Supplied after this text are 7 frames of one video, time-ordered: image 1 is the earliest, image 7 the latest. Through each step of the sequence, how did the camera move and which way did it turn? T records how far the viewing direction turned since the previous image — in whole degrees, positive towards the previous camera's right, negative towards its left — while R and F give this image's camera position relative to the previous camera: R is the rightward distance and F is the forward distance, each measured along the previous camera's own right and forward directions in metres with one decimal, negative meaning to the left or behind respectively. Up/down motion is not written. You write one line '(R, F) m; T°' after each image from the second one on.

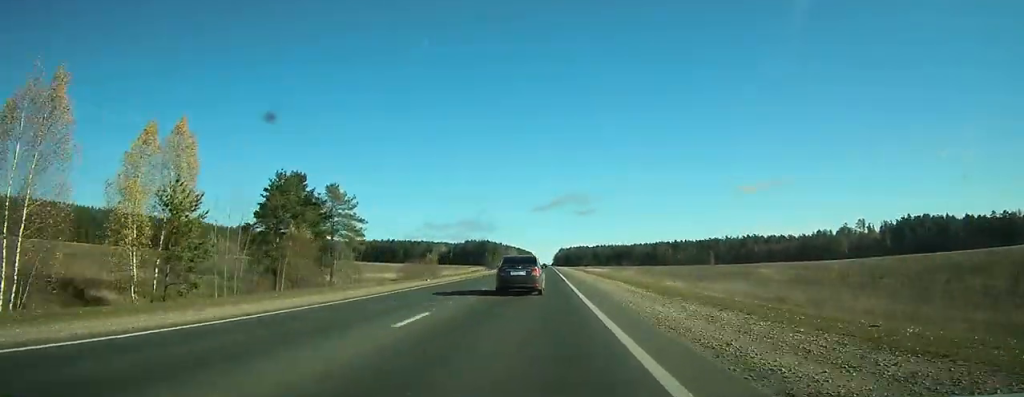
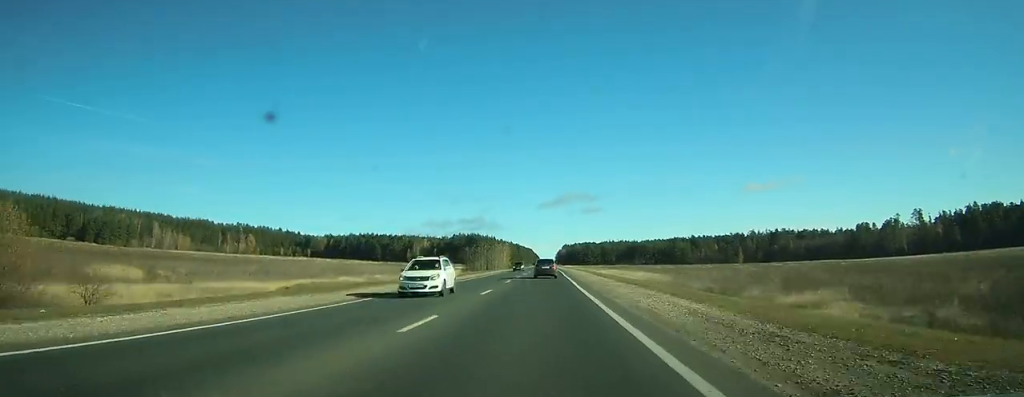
(0.0, +84.9) m; 0°
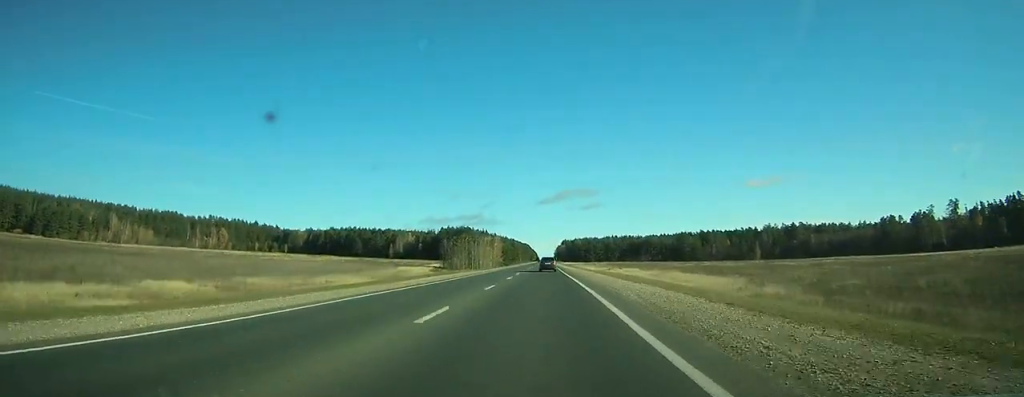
(0.0, +47.6) m; 0°
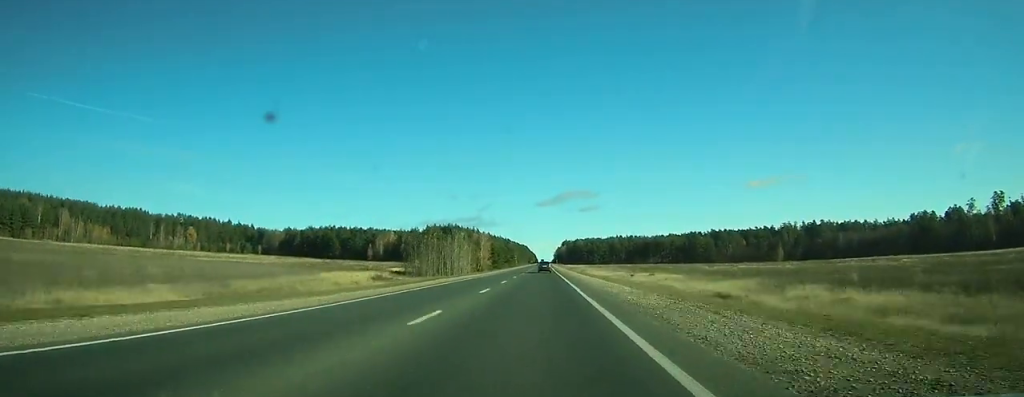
(0.0, +47.7) m; 0°
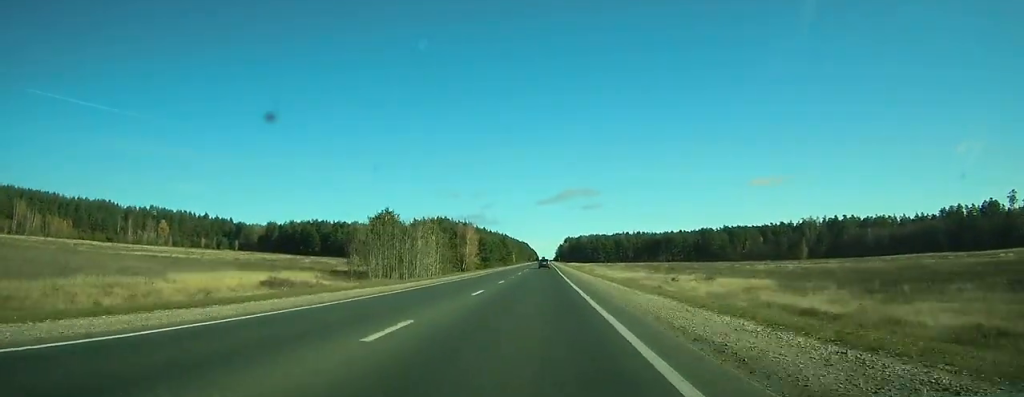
(0.0, +38.6) m; 0°
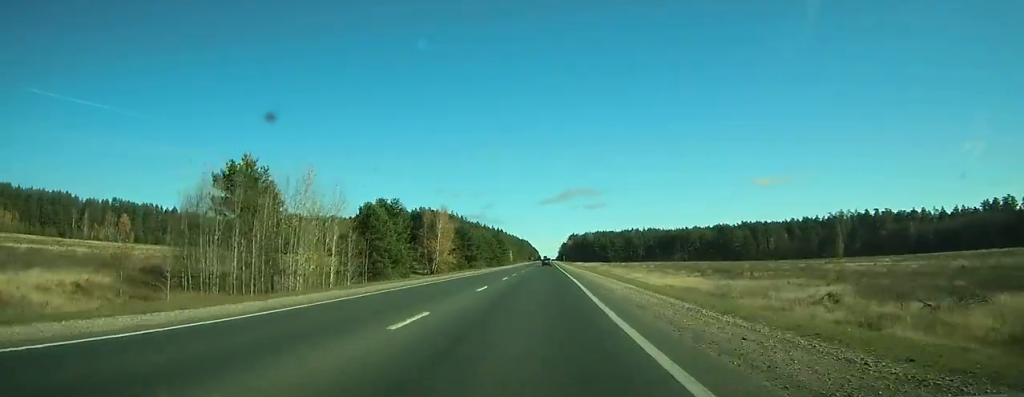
(0.0, +45.7) m; 0°
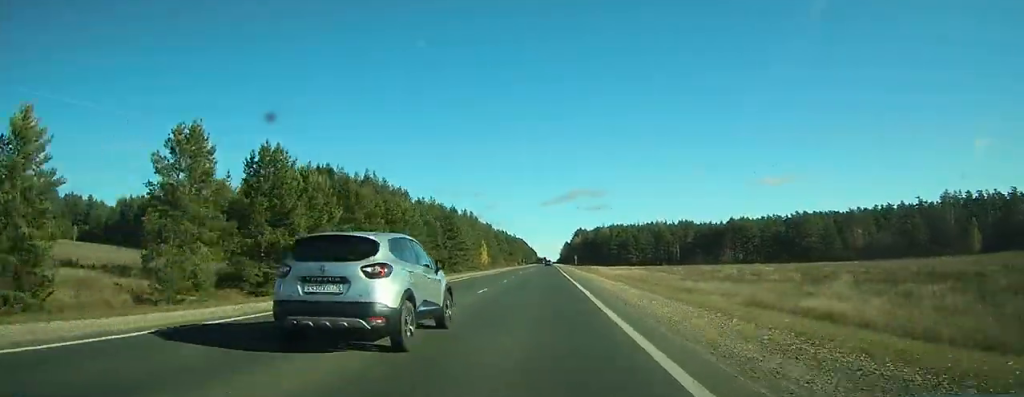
(-0.6, +114.4) m; -6°
